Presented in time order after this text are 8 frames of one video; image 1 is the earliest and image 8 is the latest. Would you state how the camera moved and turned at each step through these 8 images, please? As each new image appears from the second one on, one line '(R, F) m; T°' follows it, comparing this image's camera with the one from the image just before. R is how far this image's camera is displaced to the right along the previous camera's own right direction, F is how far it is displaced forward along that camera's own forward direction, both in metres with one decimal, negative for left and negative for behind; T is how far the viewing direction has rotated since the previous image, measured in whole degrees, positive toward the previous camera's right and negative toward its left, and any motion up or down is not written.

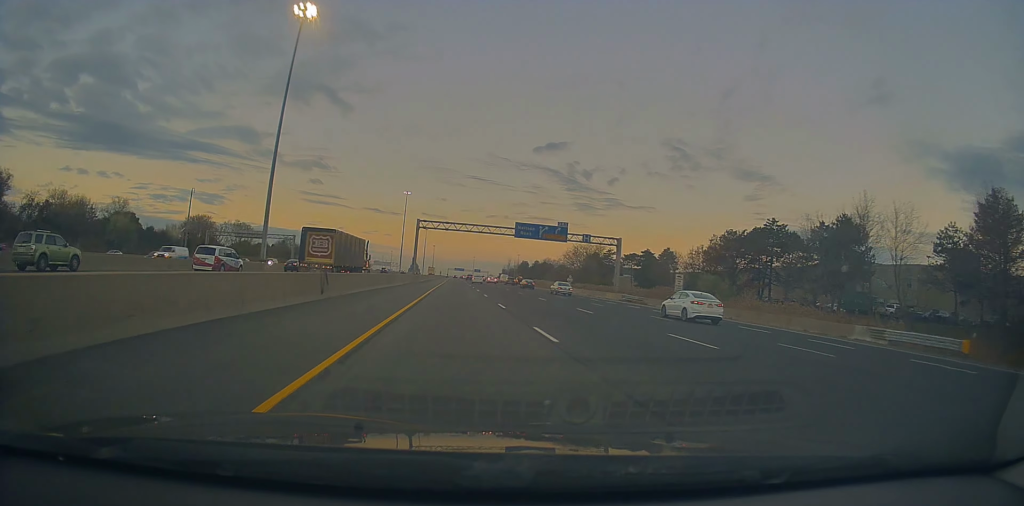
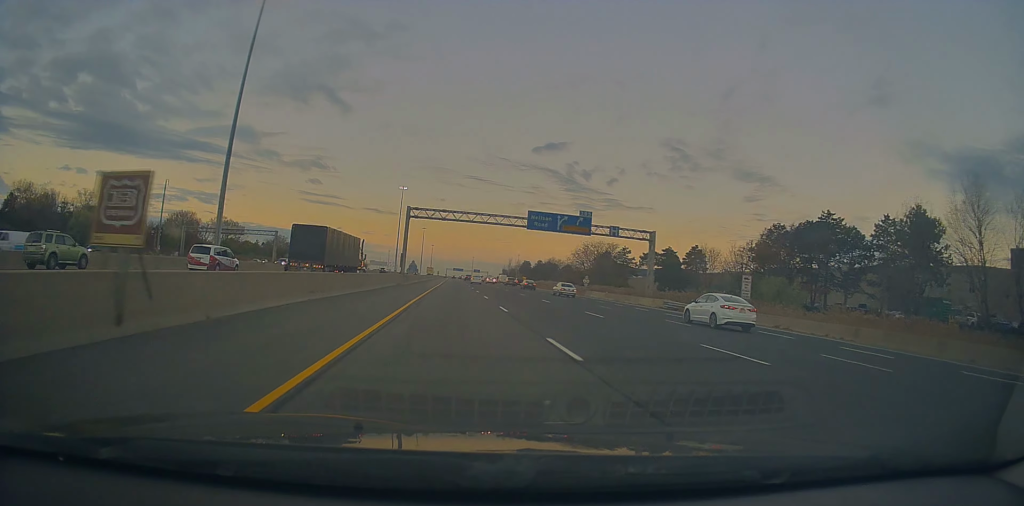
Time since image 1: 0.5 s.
(+0.1, +14.4) m; 0°
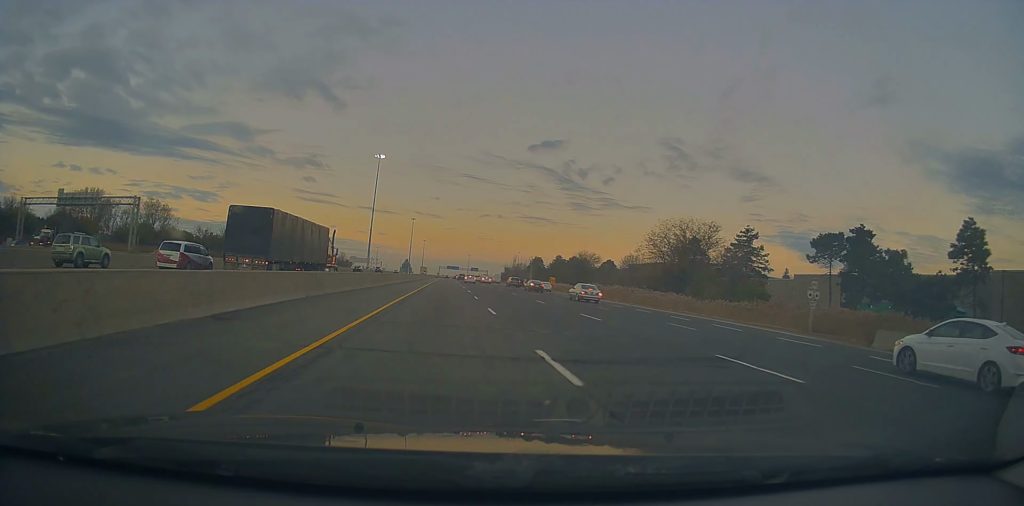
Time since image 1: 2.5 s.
(-0.4, +62.4) m; +1°
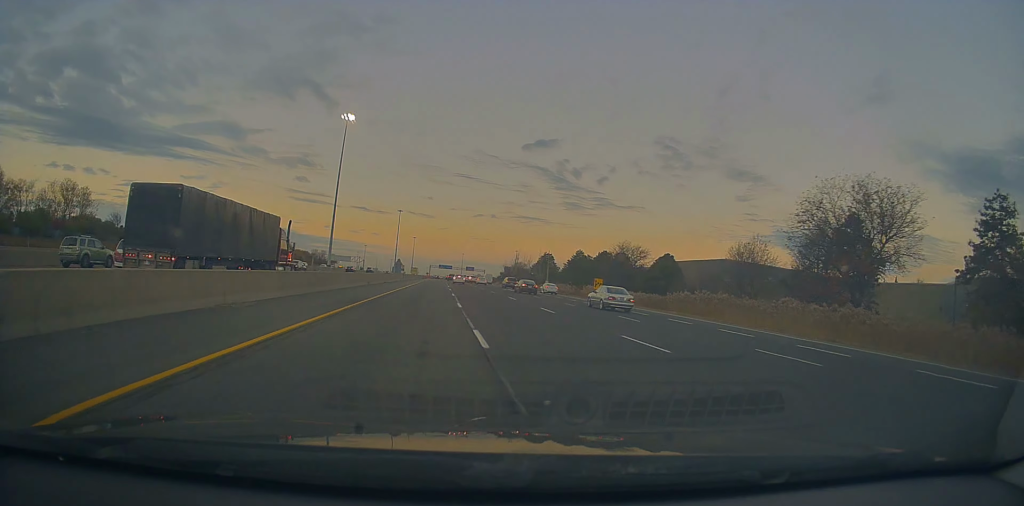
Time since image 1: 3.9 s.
(+0.8, +45.2) m; 0°
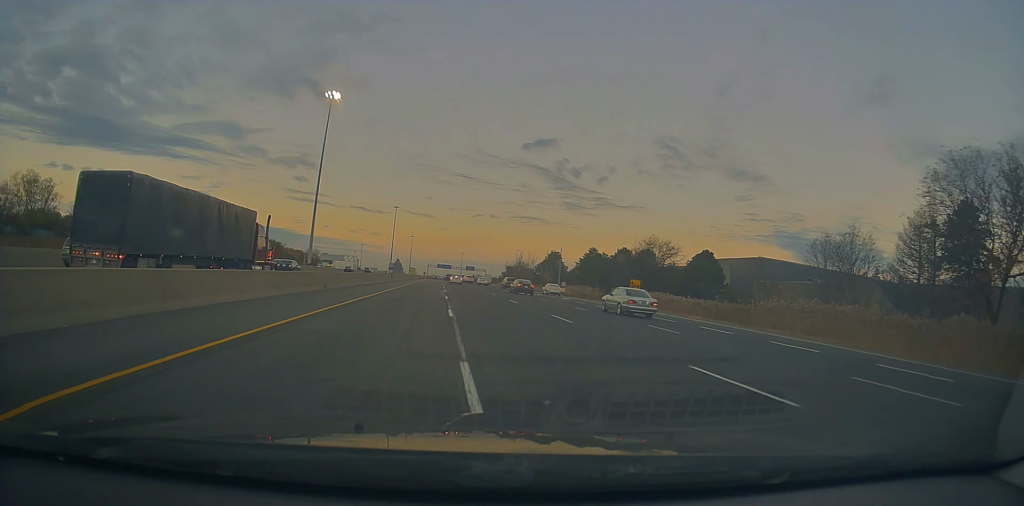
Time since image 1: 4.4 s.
(-0.1, +16.9) m; 0°
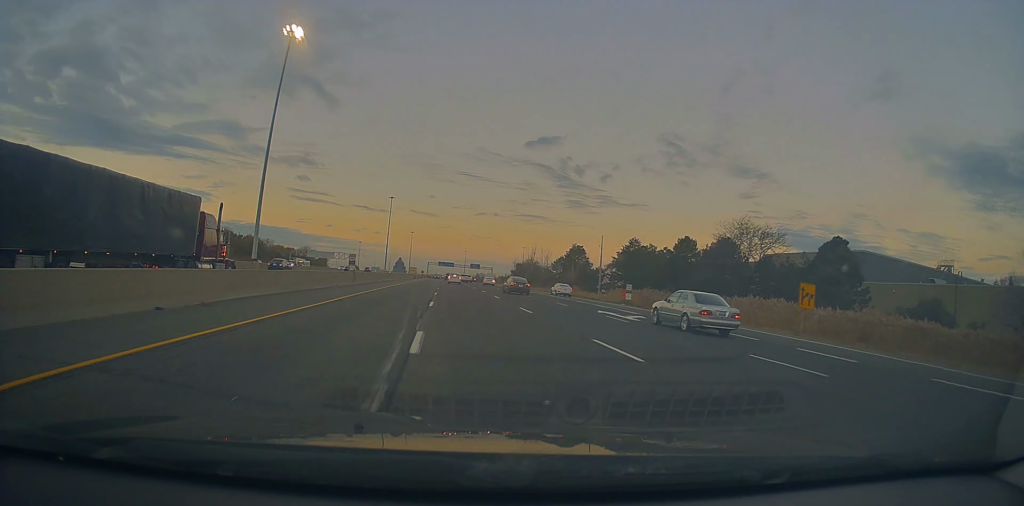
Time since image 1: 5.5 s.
(0.0, +32.9) m; 0°
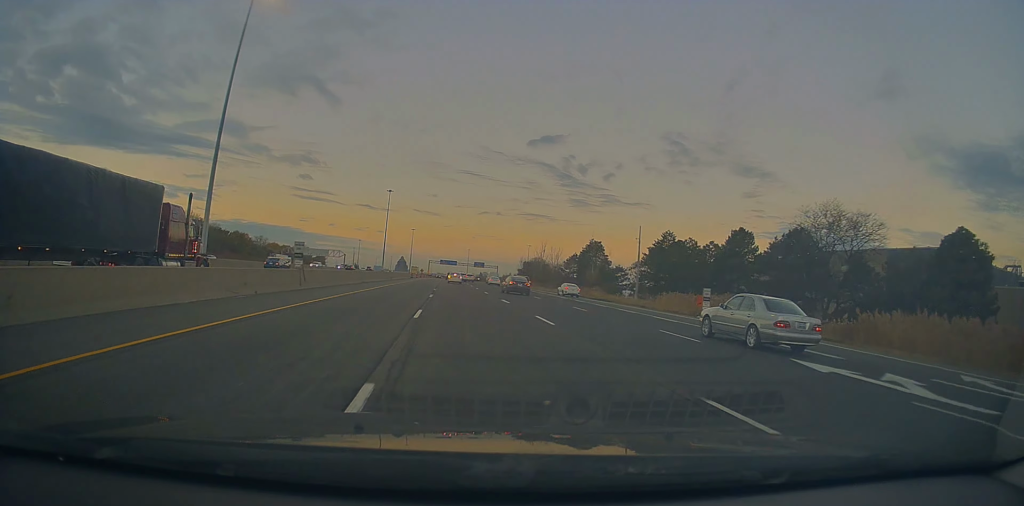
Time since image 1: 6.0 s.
(0.0, +18.0) m; 0°
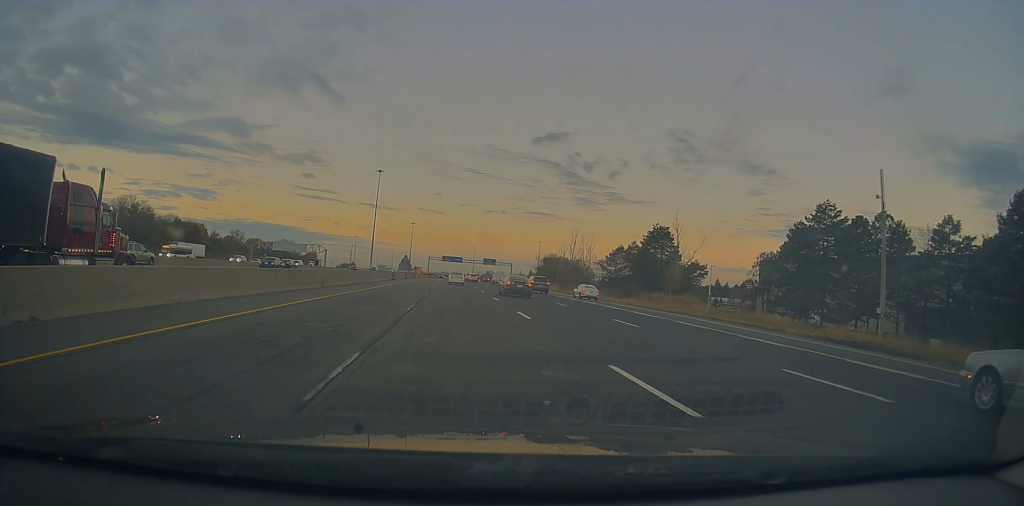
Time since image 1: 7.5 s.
(-0.3, +45.4) m; -1°
